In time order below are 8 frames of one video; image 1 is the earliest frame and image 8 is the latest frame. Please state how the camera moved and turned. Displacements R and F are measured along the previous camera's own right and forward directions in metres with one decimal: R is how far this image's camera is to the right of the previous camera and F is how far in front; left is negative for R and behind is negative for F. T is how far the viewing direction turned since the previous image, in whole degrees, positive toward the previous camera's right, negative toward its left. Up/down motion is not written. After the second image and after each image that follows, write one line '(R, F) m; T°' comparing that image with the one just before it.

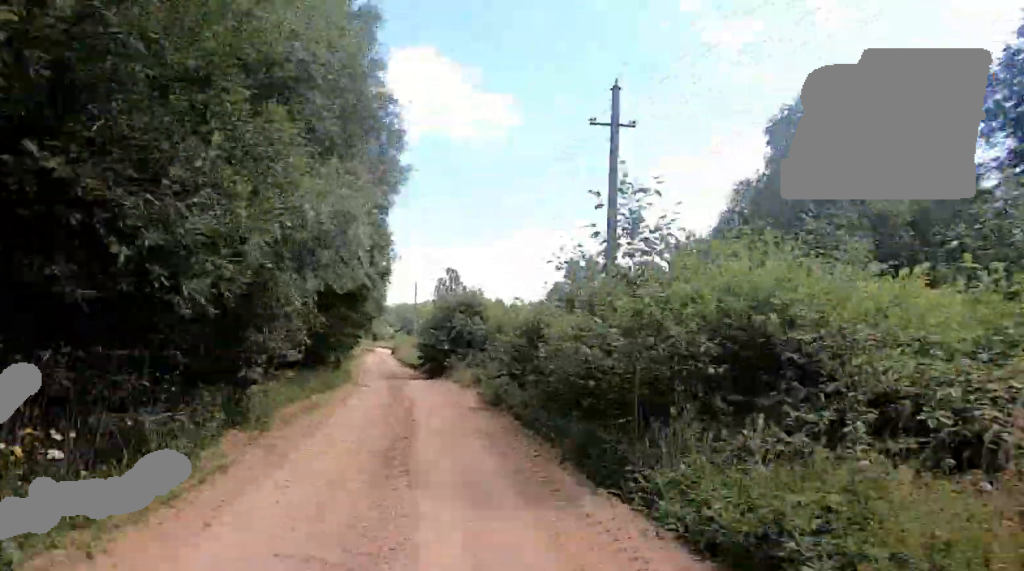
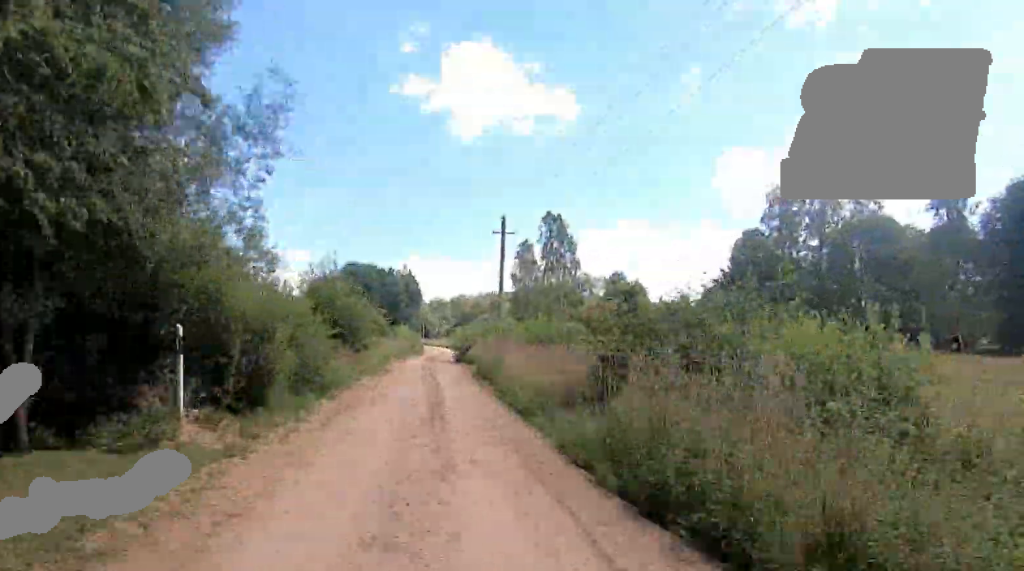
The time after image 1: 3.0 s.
(0.0, +52.6) m; -2°
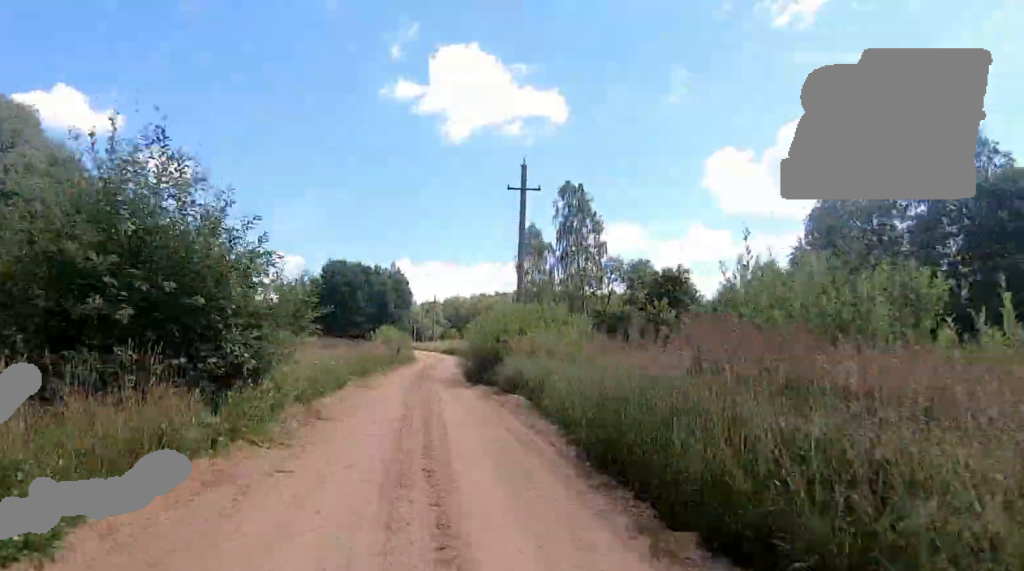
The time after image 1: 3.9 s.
(-0.6, +15.8) m; -1°
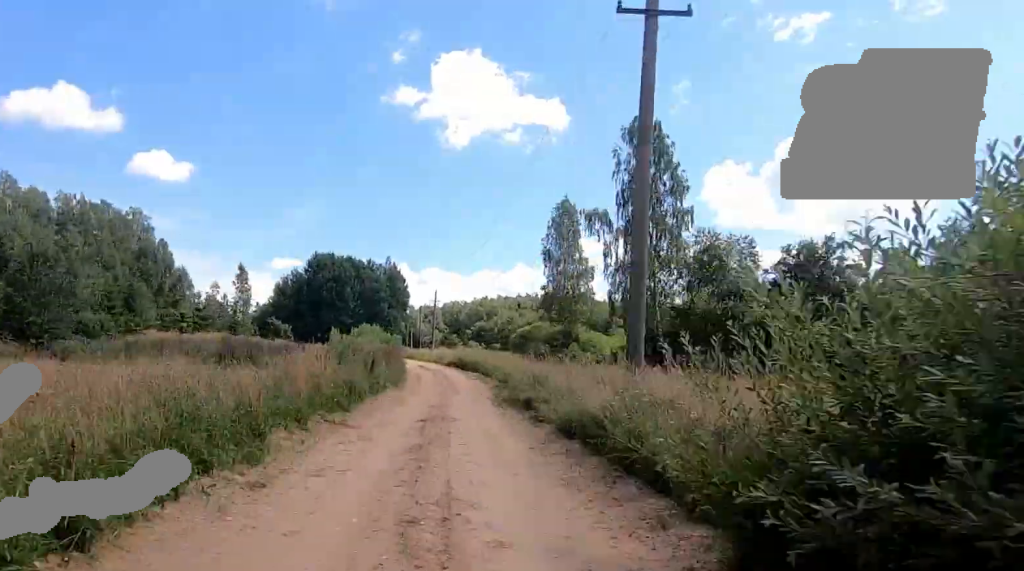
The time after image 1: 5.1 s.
(+0.6, +20.5) m; +4°
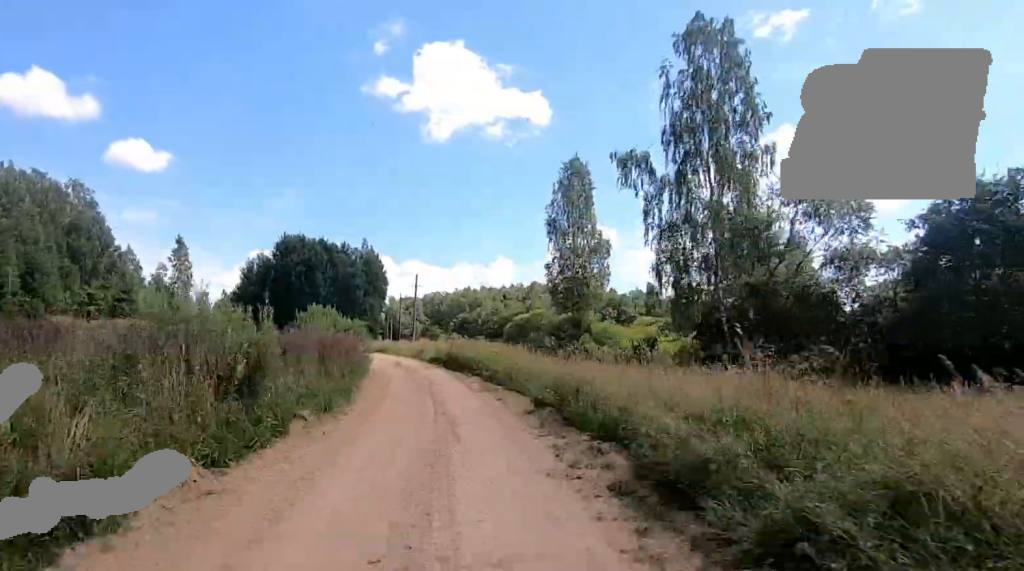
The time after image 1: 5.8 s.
(+0.2, +12.9) m; -1°
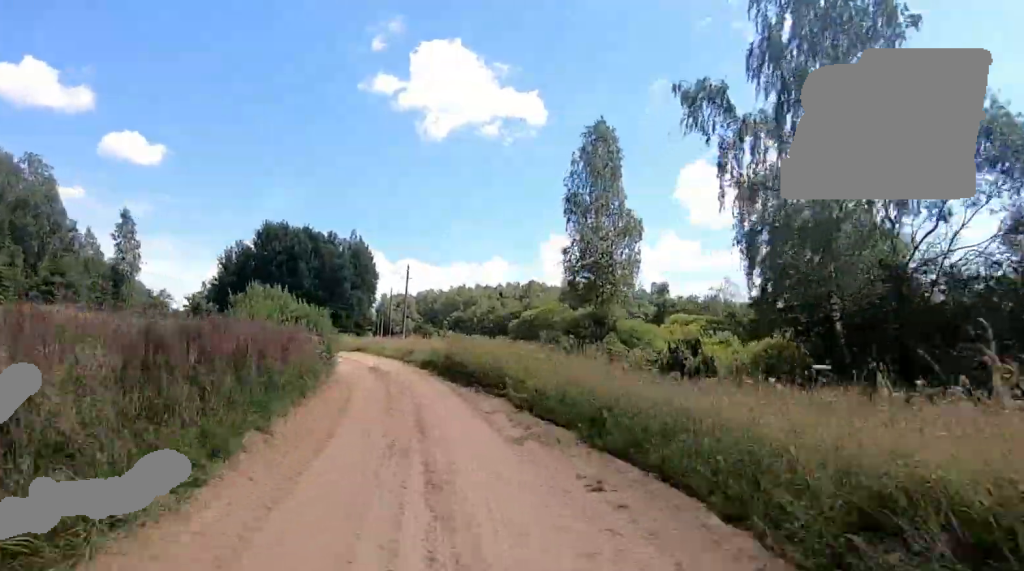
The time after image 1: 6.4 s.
(+0.2, +9.9) m; -3°
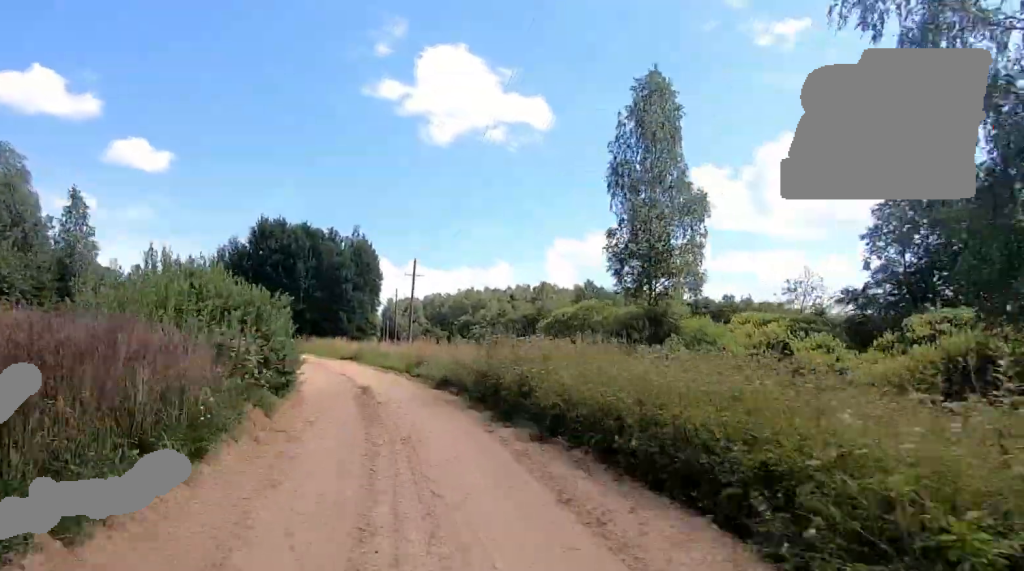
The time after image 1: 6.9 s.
(-0.6, +9.0) m; -5°
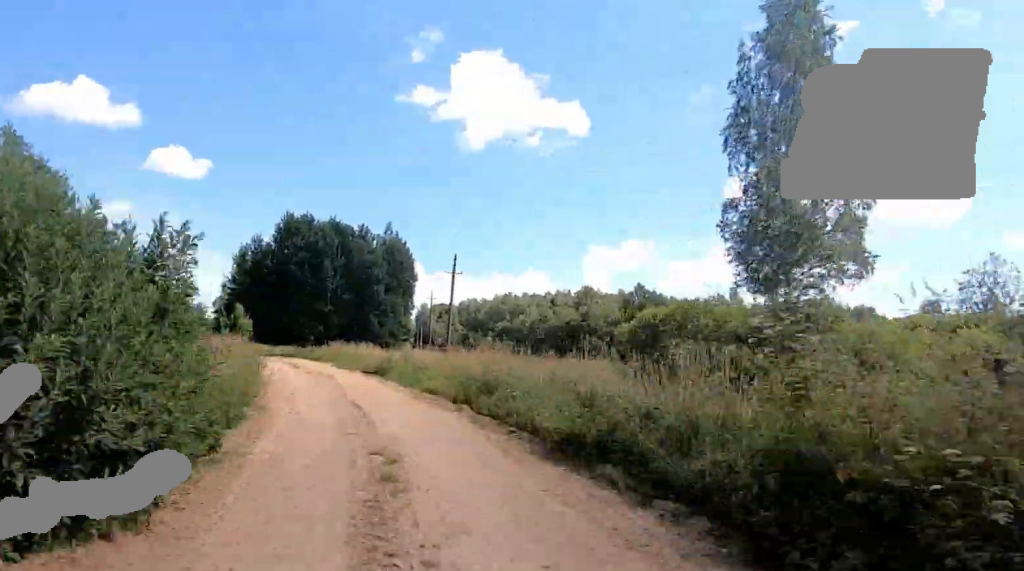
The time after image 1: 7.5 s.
(-0.3, +9.5) m; -4°
